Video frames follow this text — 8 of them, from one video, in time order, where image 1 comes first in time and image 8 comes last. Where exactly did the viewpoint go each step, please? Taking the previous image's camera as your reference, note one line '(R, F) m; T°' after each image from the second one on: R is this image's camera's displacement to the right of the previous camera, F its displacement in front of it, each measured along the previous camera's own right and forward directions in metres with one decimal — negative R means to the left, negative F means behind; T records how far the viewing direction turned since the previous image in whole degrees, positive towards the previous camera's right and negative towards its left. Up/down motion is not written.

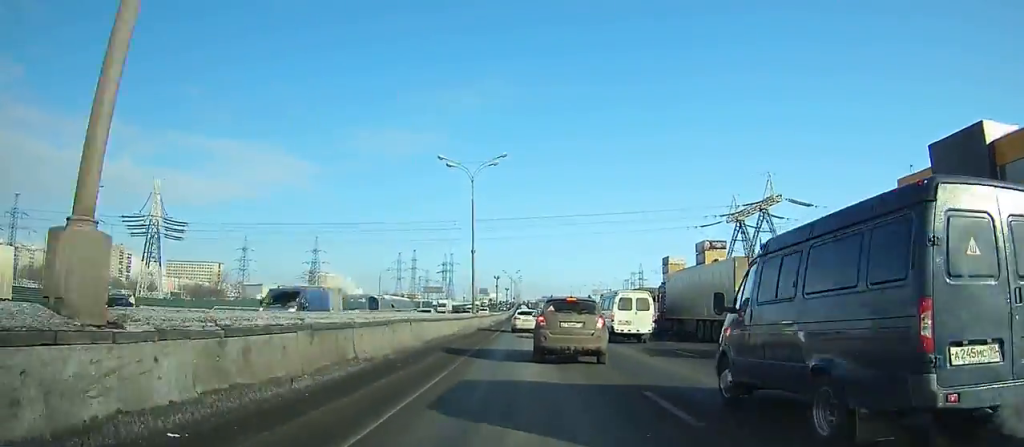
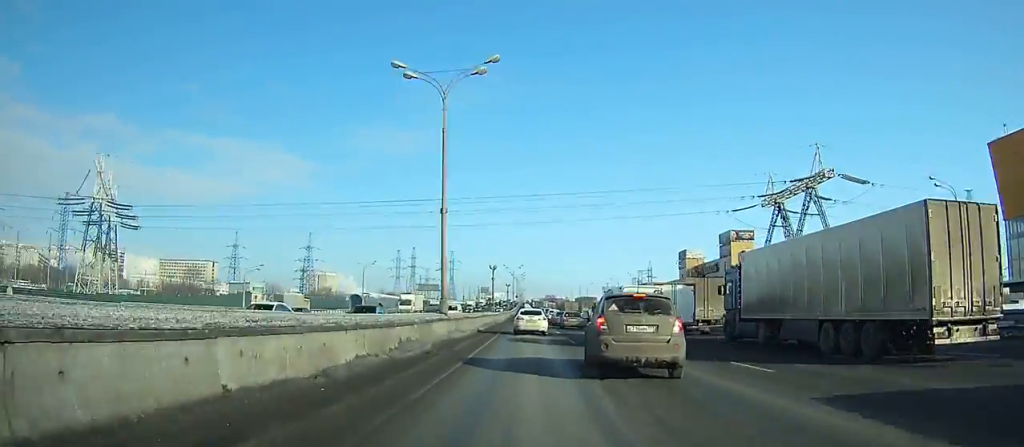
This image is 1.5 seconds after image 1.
(+0.2, +15.3) m; +1°
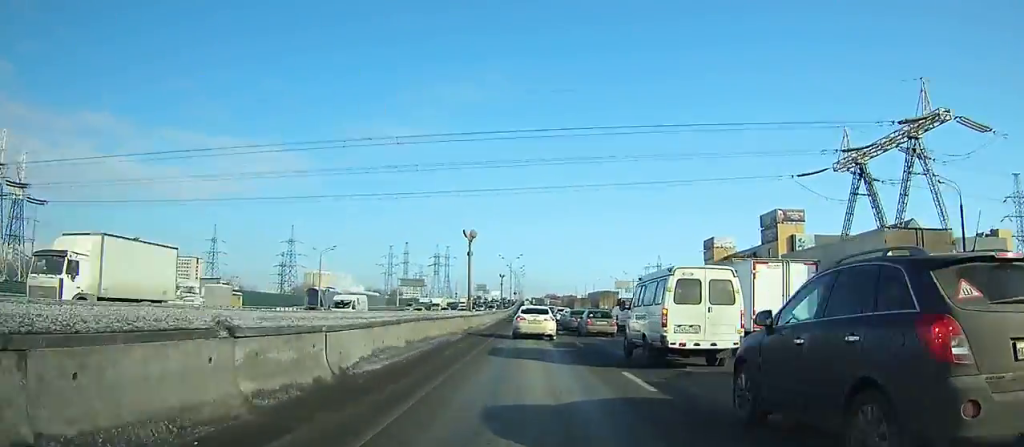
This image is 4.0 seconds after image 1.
(-0.1, +23.9) m; -1°
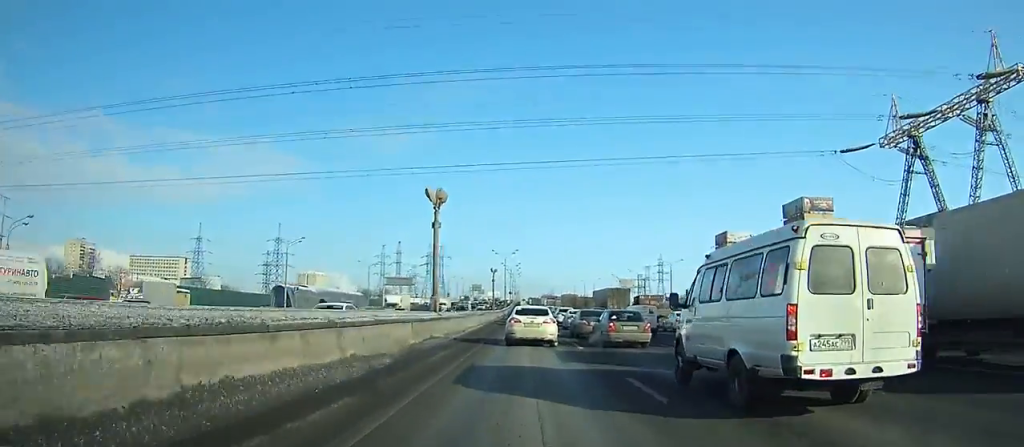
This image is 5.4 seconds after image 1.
(0.0, +11.4) m; 0°
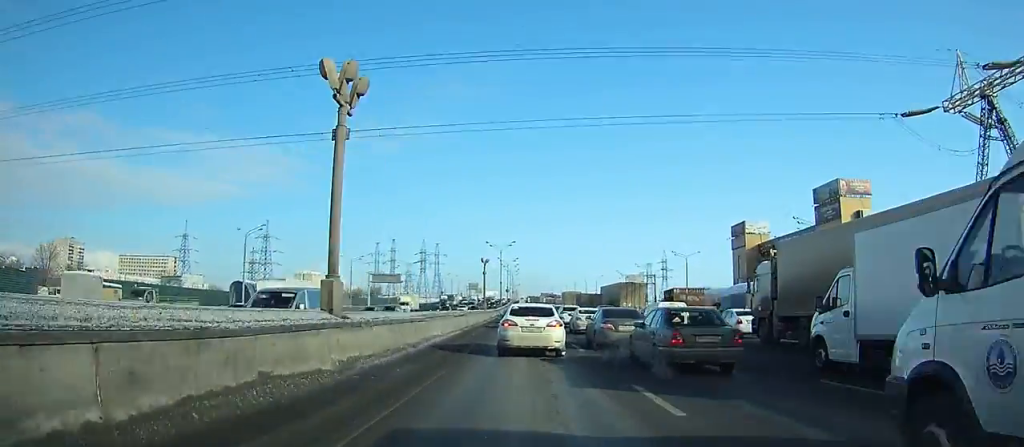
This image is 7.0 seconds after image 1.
(0.0, +12.6) m; -1°
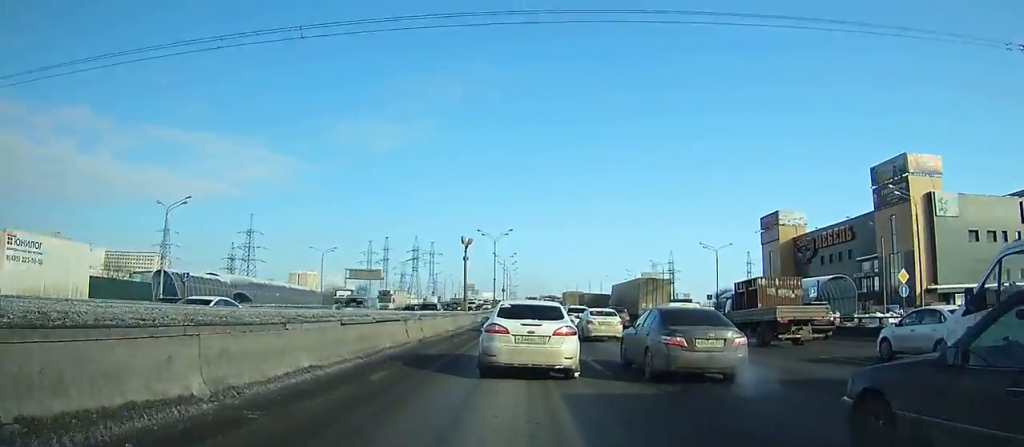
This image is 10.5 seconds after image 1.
(-0.3, +20.8) m; -1°
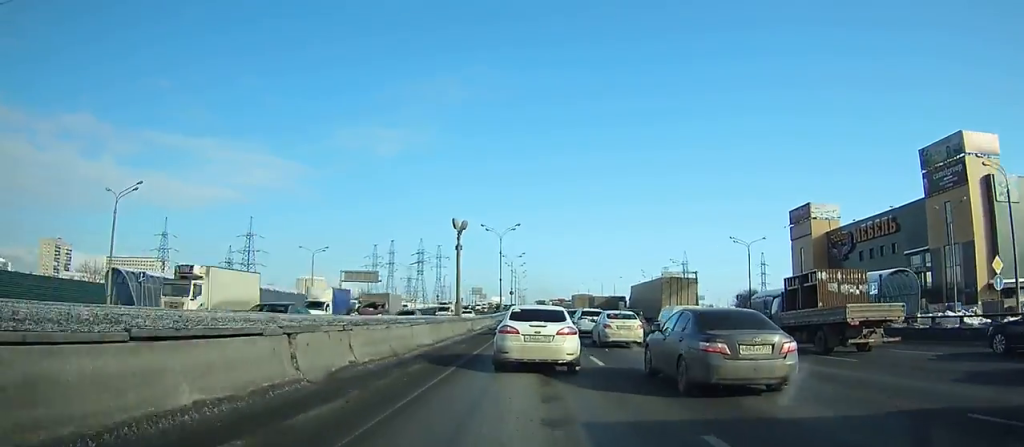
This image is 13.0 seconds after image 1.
(-0.1, +11.3) m; +1°
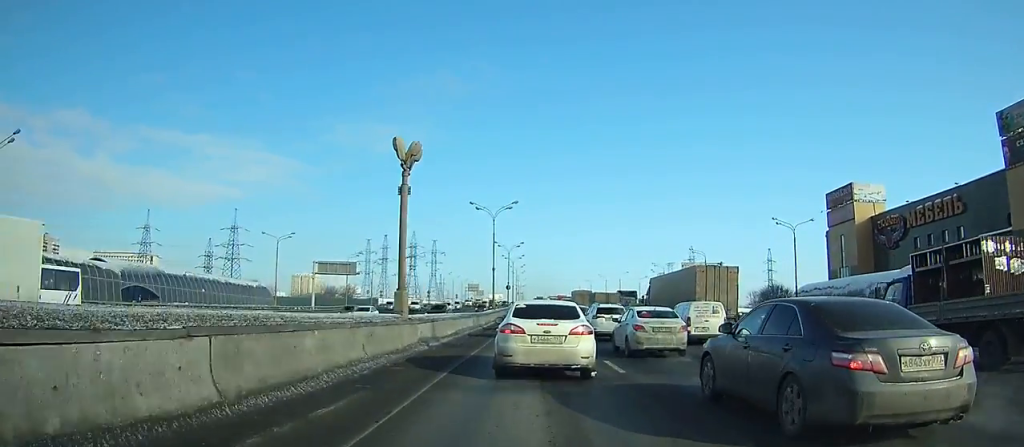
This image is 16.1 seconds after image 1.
(+0.2, +12.5) m; +1°
